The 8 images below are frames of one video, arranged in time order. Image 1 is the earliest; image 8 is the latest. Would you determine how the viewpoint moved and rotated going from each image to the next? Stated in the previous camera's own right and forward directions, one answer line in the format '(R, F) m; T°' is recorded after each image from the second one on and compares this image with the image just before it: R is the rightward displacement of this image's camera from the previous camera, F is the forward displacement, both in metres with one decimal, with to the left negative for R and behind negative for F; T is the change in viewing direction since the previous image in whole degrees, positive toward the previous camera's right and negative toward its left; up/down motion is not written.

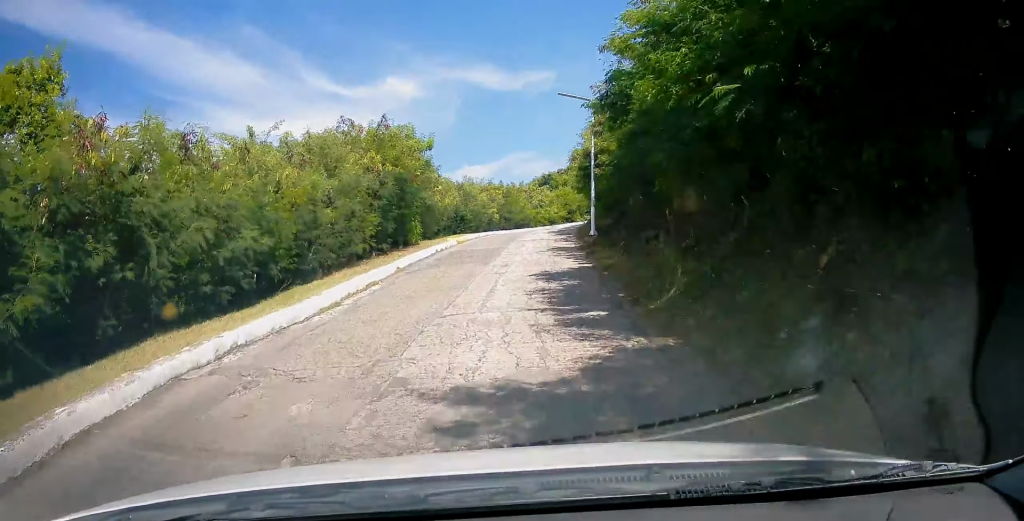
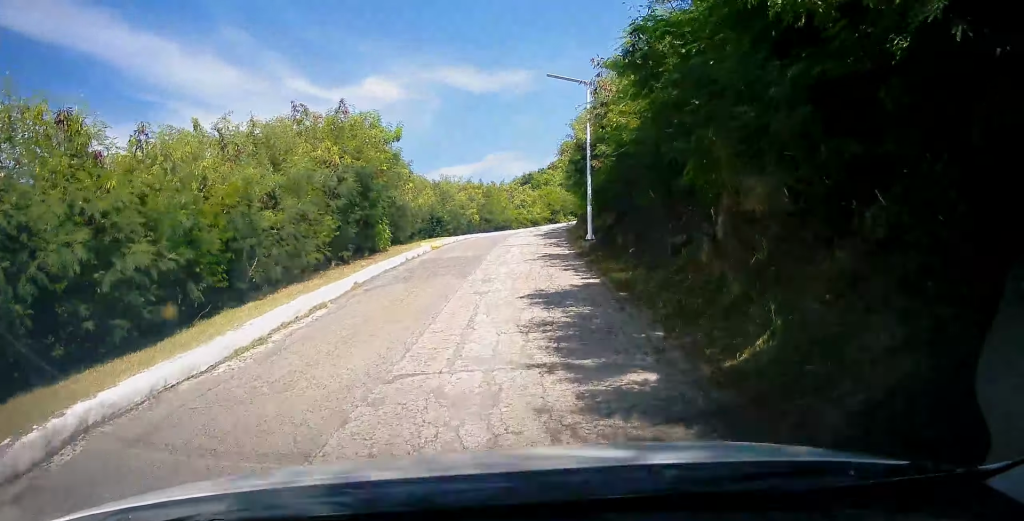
(-0.2, +3.0) m; 0°
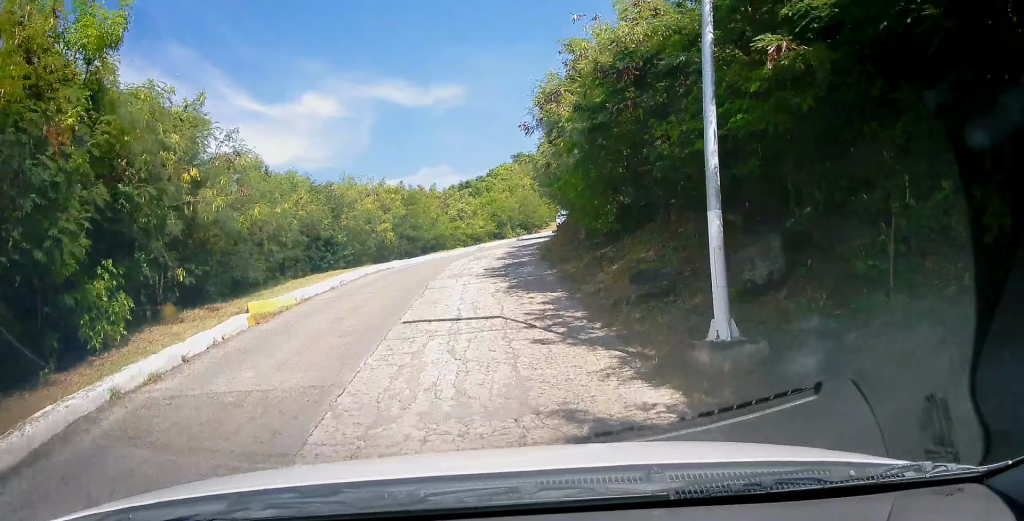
(+0.6, +12.8) m; +5°
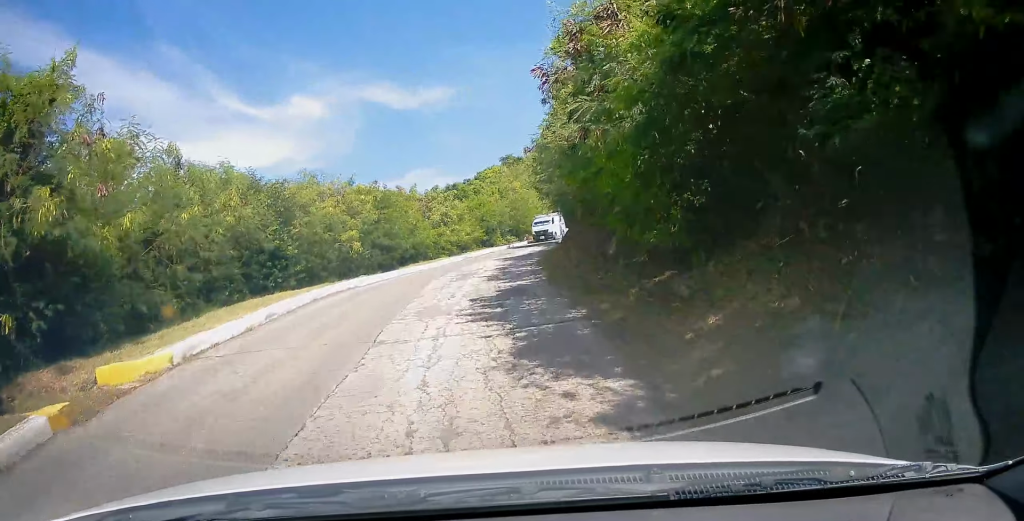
(0.0, +4.4) m; +1°
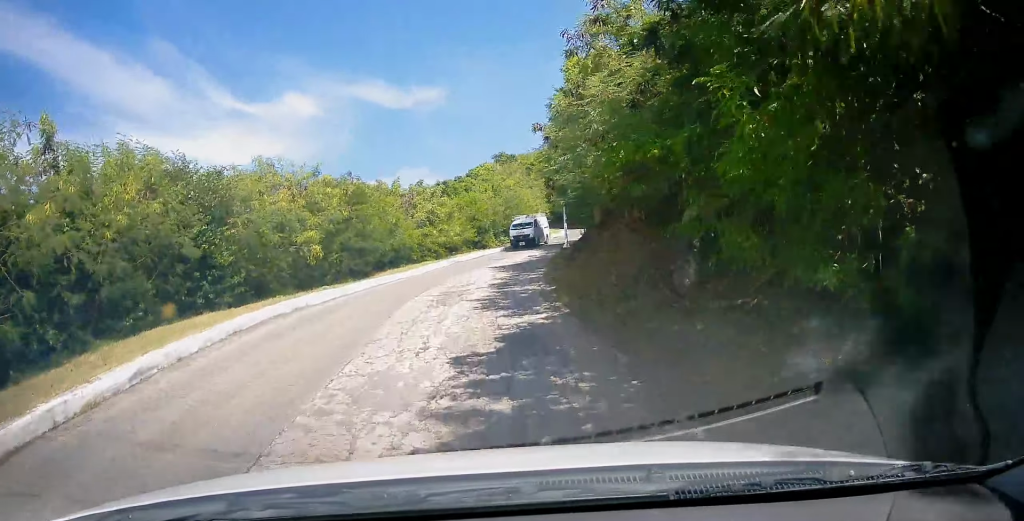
(0.0, +4.2) m; +1°
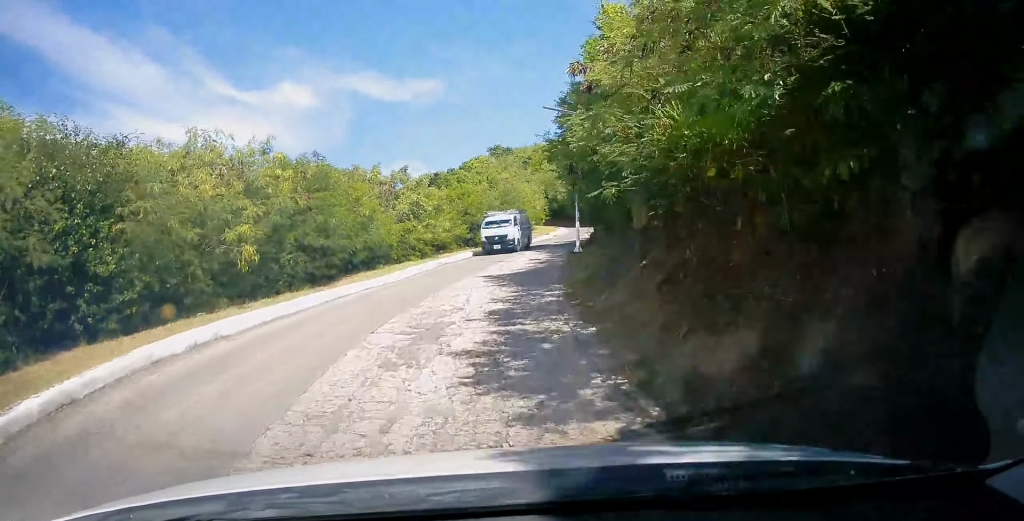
(0.0, +4.5) m; 0°
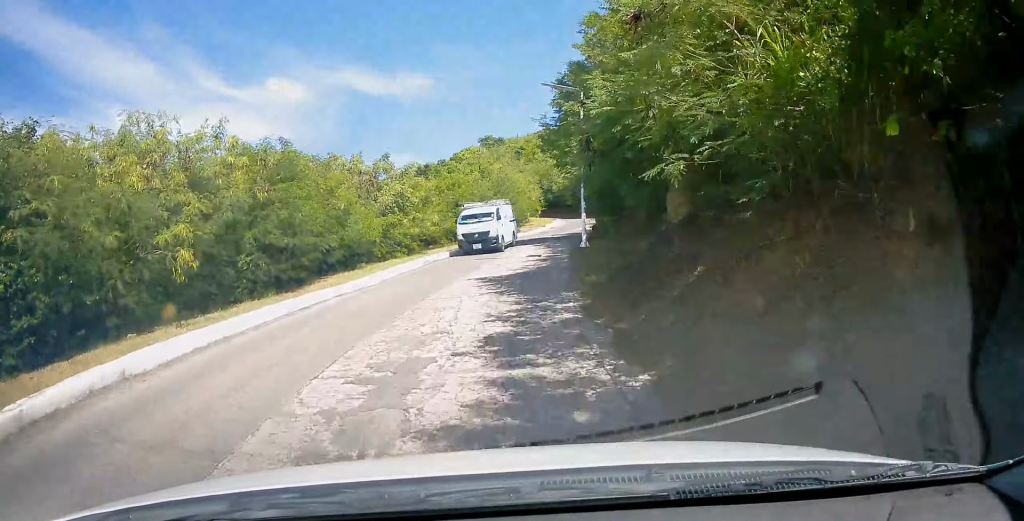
(0.0, +2.4) m; +2°
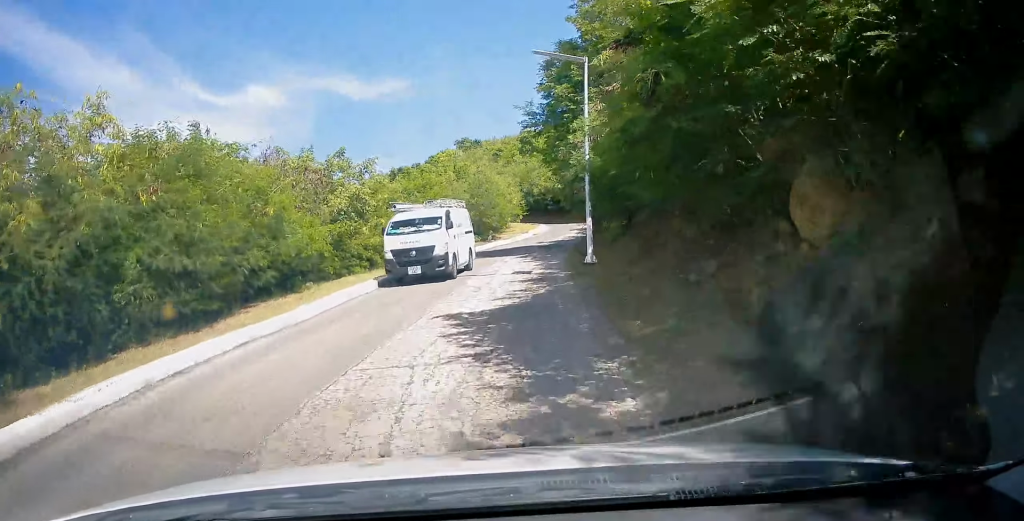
(0.0, +4.1) m; +2°
